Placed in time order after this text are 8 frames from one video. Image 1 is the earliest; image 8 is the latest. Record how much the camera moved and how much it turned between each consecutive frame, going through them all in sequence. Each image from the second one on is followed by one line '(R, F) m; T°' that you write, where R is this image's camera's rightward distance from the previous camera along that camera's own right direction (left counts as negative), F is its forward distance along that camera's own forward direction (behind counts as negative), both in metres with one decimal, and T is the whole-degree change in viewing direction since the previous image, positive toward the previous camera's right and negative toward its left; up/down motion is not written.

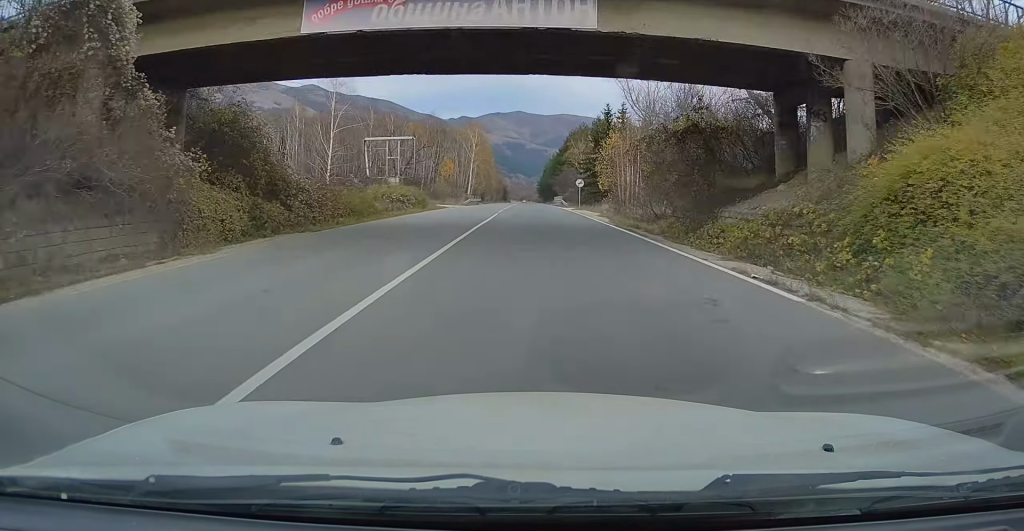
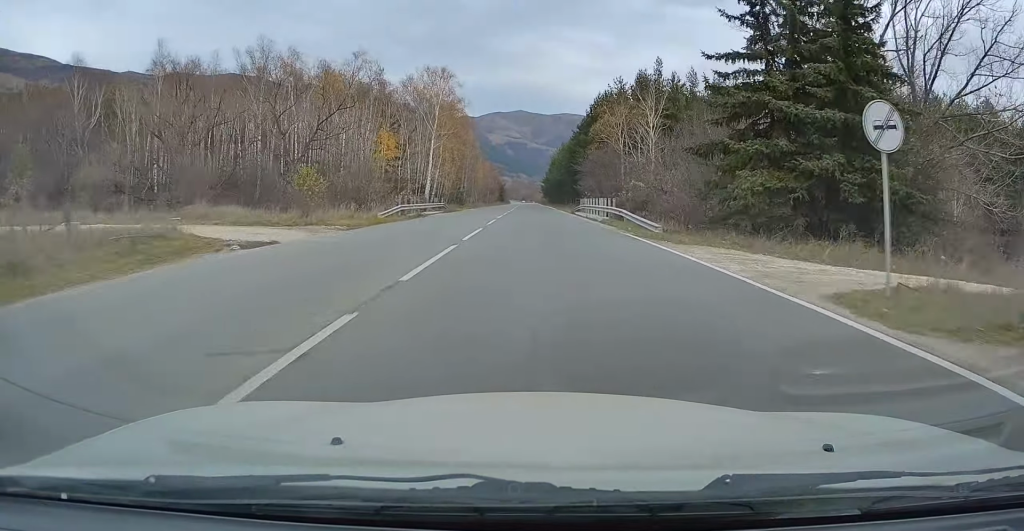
(-0.6, +49.5) m; -1°
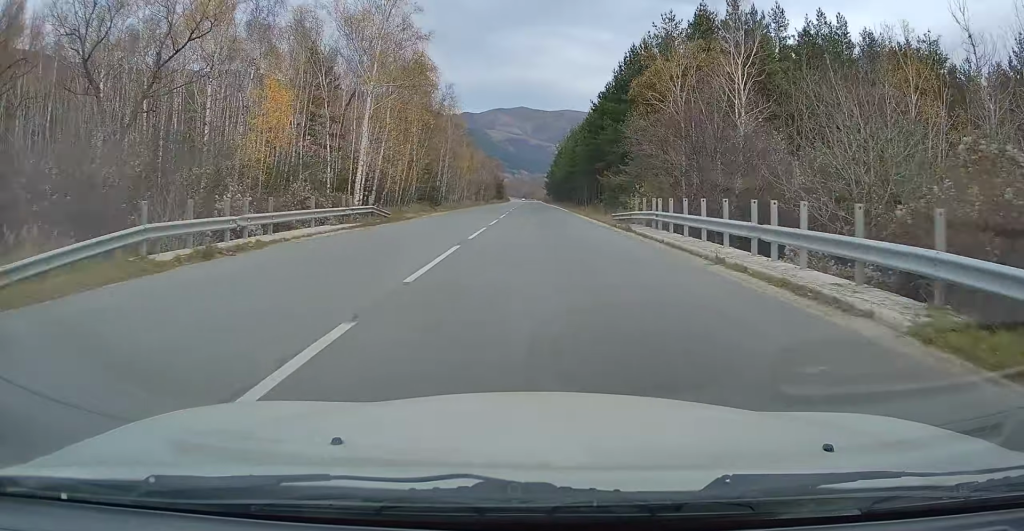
(0.0, +27.6) m; +1°
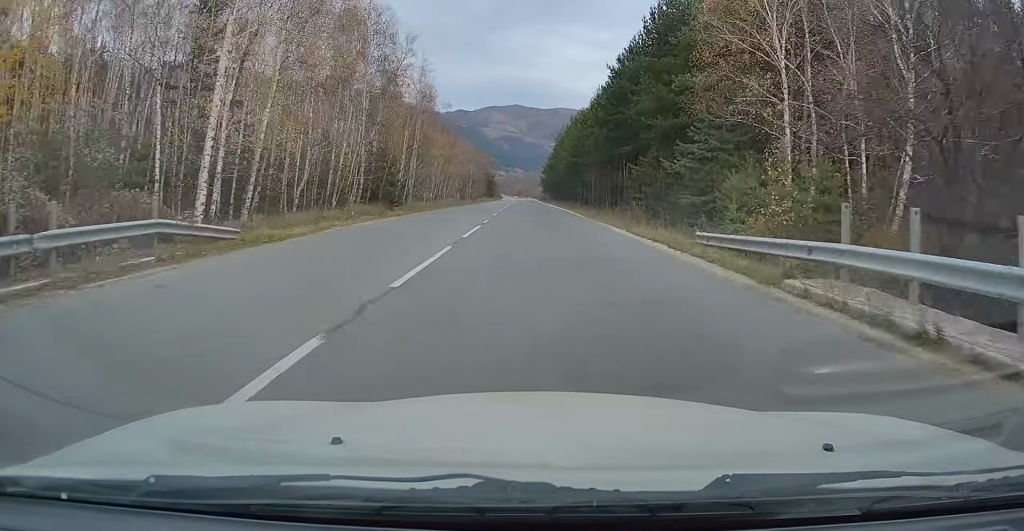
(+0.2, +18.8) m; +1°
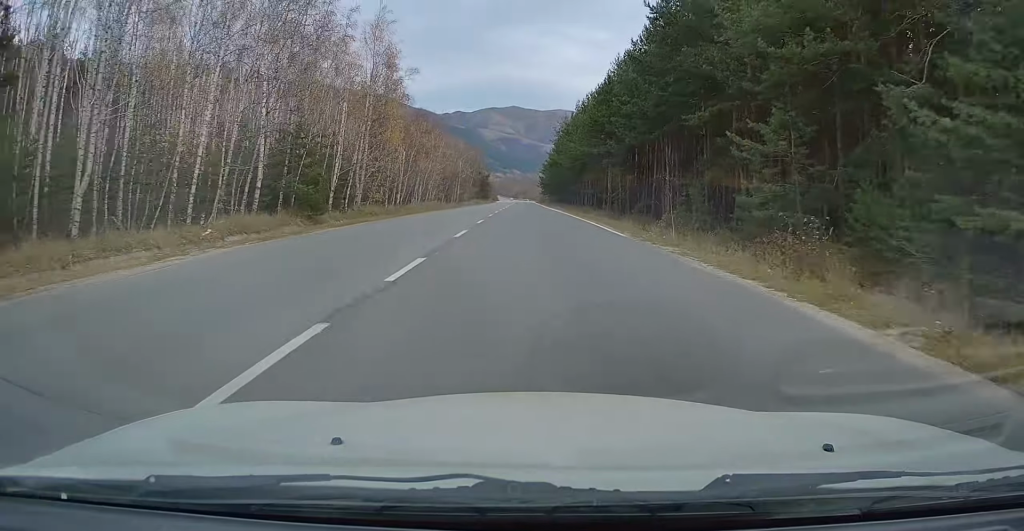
(0.0, +18.2) m; 0°
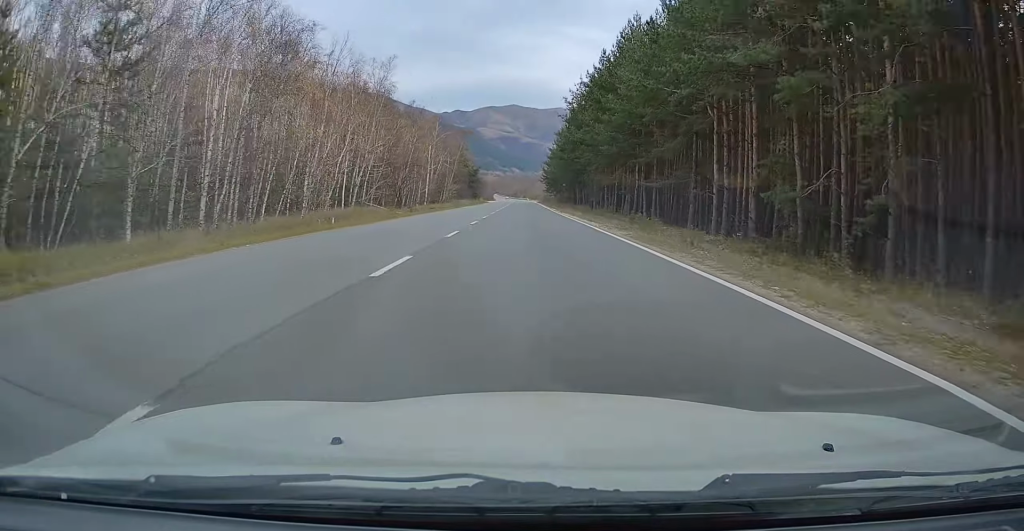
(-0.3, +35.8) m; -1°
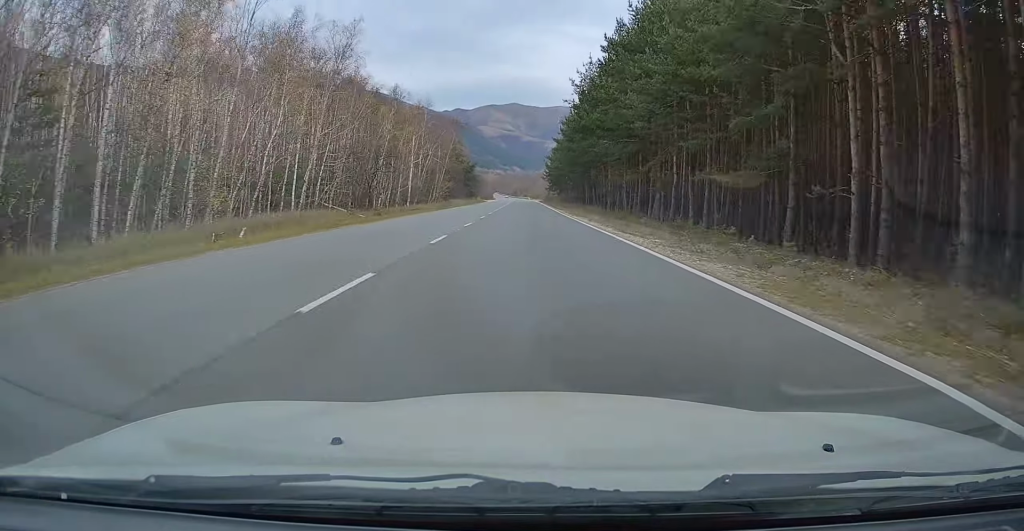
(+0.1, +12.1) m; 0°
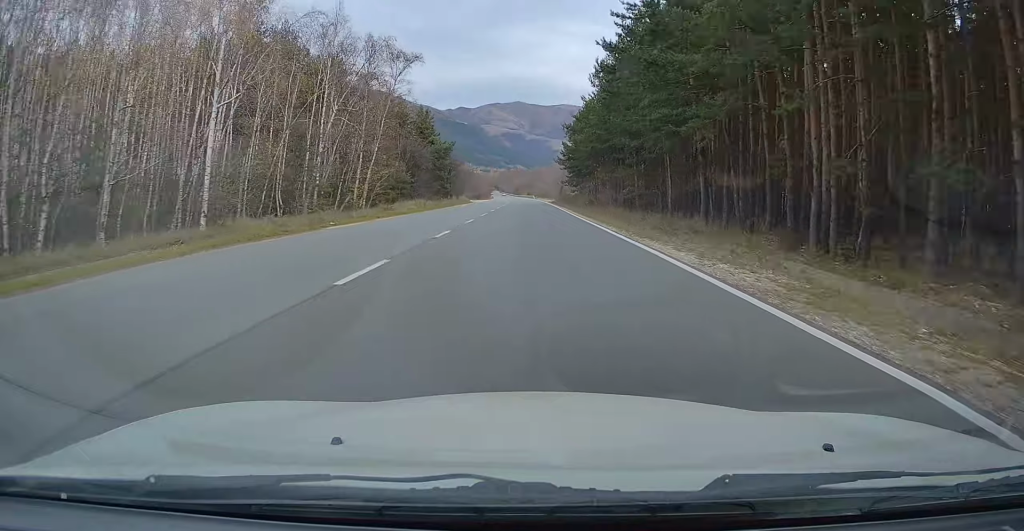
(0.0, +44.1) m; 0°
